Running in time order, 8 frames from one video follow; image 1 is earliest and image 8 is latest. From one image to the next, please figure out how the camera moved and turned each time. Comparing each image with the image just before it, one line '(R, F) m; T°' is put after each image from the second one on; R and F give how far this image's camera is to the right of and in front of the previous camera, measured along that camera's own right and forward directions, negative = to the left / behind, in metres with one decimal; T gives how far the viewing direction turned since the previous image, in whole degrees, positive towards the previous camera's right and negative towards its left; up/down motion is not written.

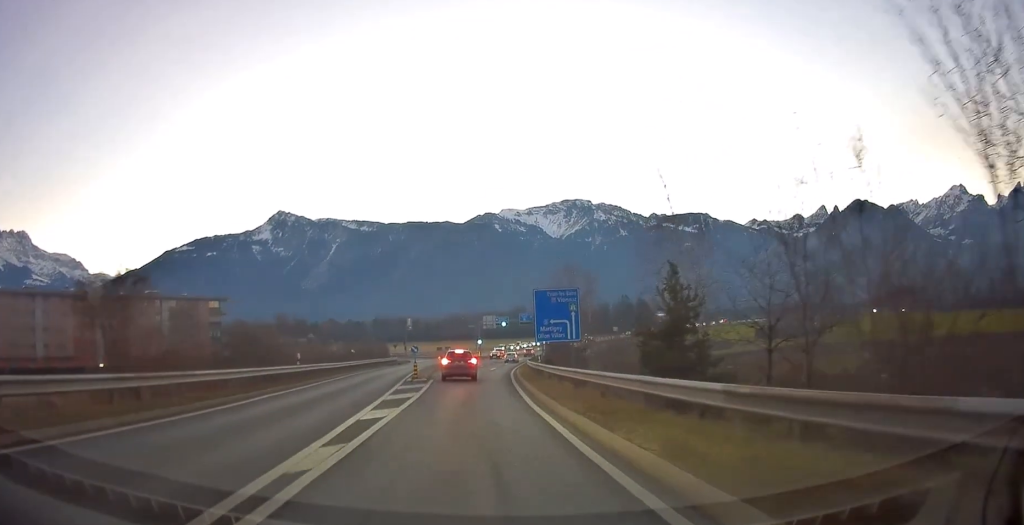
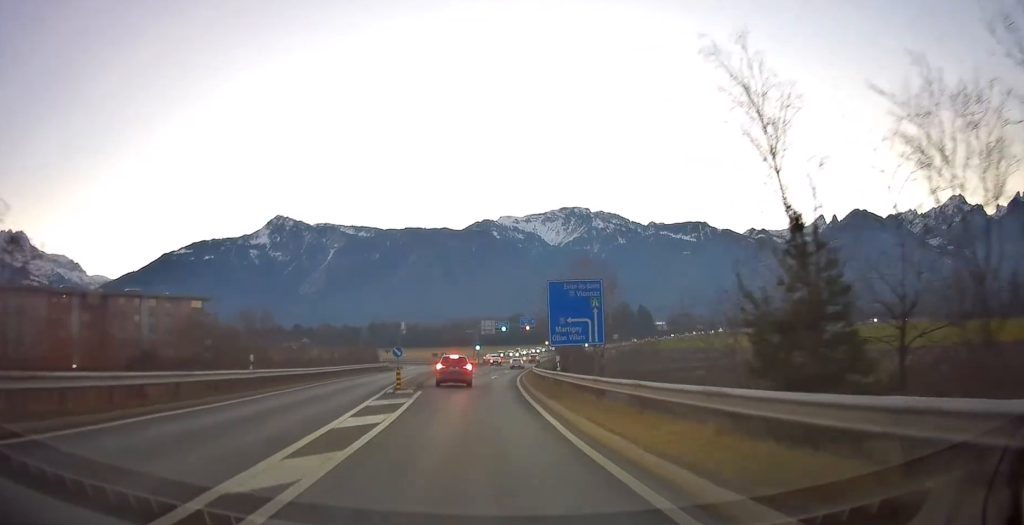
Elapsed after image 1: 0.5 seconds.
(0.0, +7.3) m; 0°
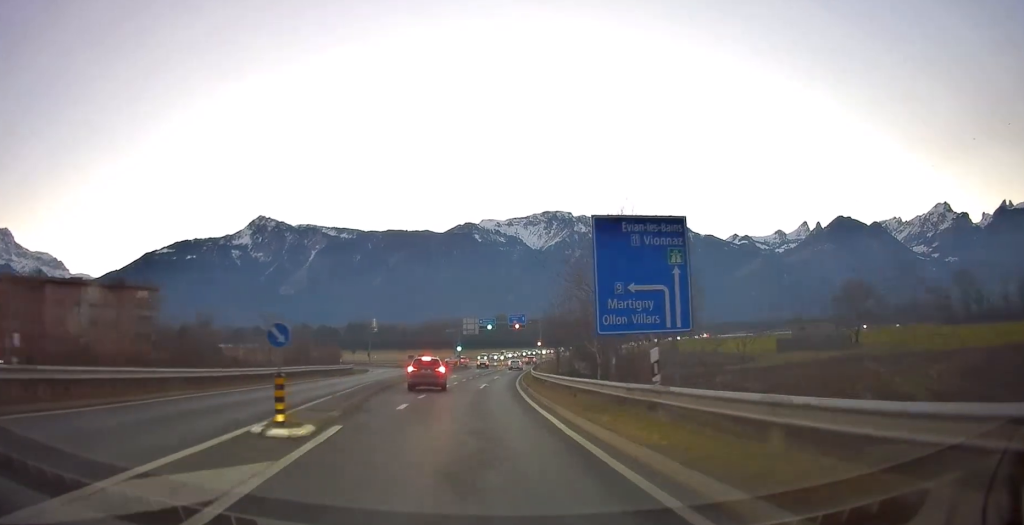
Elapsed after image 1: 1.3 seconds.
(-0.1, +13.6) m; +1°
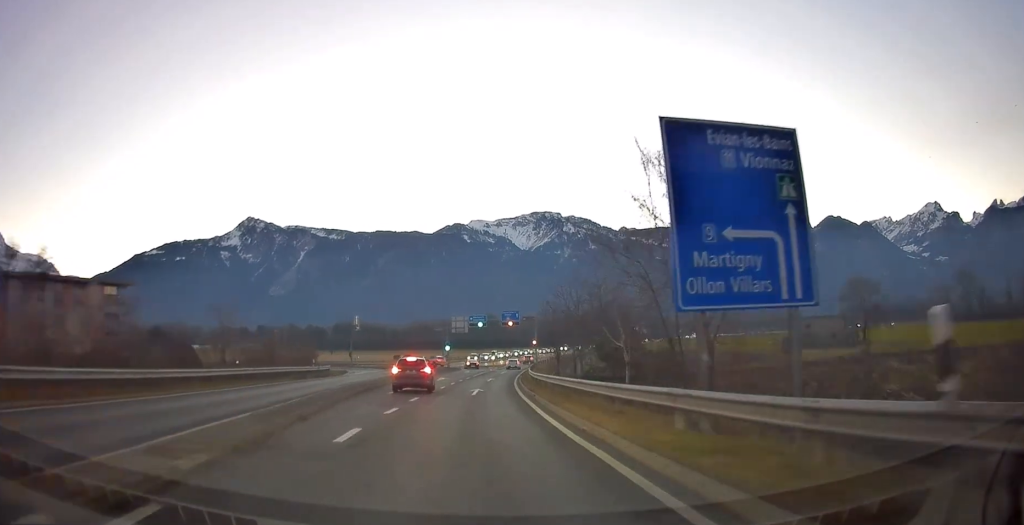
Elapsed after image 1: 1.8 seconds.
(+0.1, +7.3) m; +1°
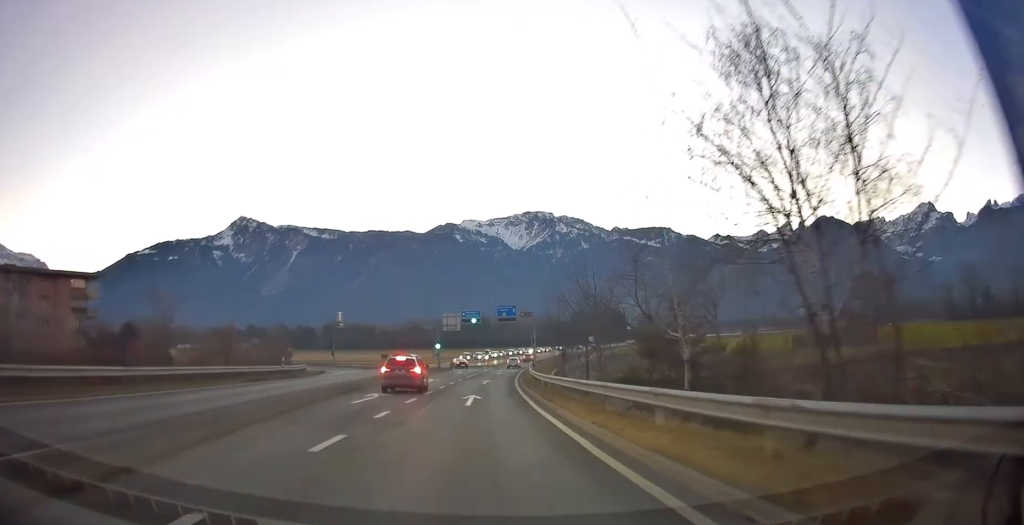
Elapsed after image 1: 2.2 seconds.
(-0.1, +6.8) m; +1°
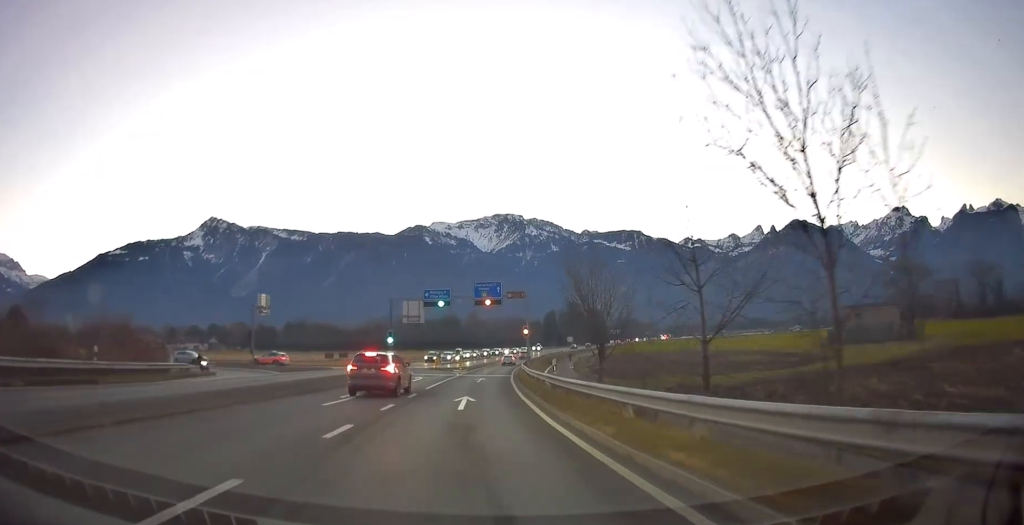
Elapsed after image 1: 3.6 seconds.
(+0.7, +22.0) m; +3°
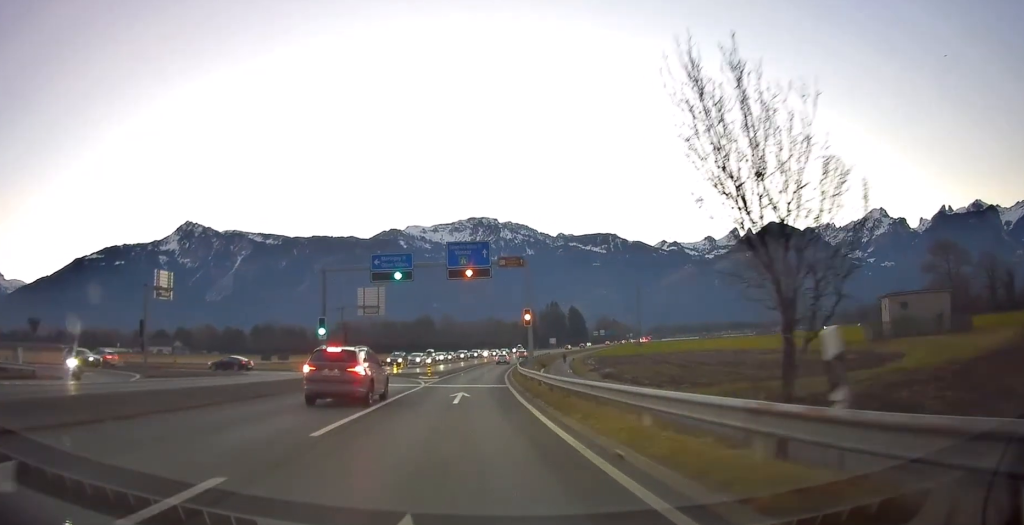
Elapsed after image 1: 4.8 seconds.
(+0.2, +18.5) m; +1°
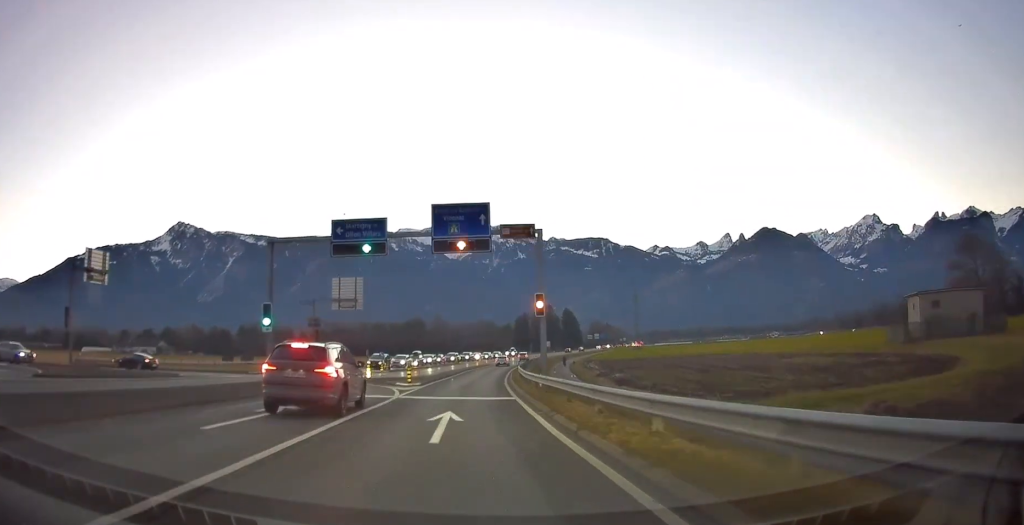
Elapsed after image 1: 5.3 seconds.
(0.0, +8.5) m; +1°
